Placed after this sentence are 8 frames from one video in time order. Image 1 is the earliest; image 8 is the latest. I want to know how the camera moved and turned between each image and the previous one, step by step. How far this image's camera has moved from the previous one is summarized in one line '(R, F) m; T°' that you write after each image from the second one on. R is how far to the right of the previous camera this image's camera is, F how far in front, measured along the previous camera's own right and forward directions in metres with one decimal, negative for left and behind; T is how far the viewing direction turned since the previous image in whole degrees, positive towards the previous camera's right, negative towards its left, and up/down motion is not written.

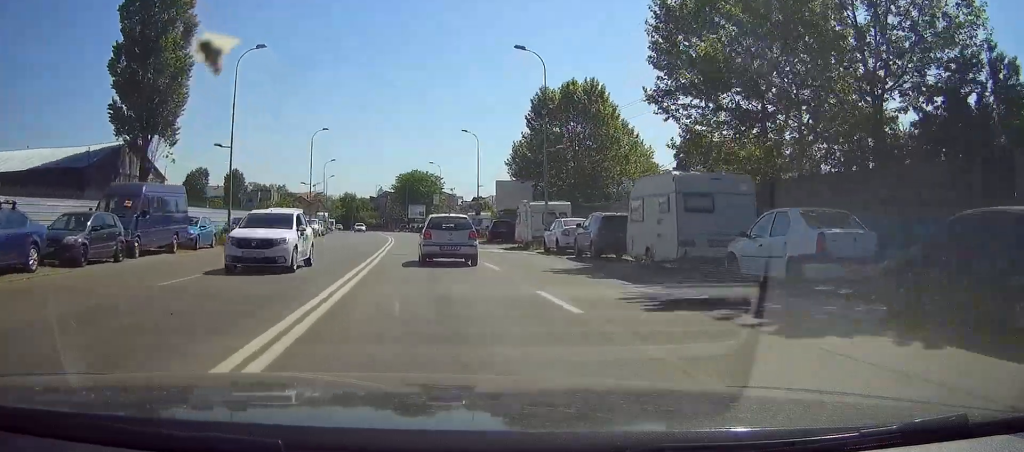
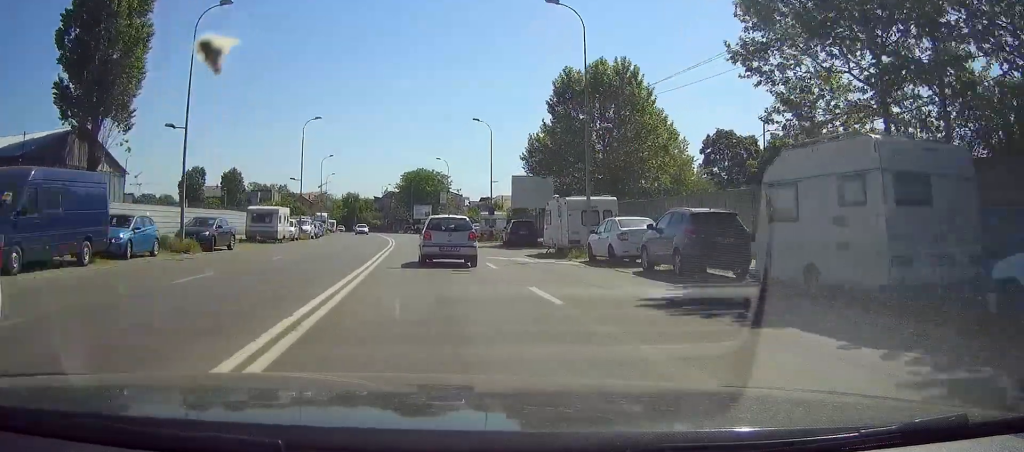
(0.0, +8.0) m; 0°
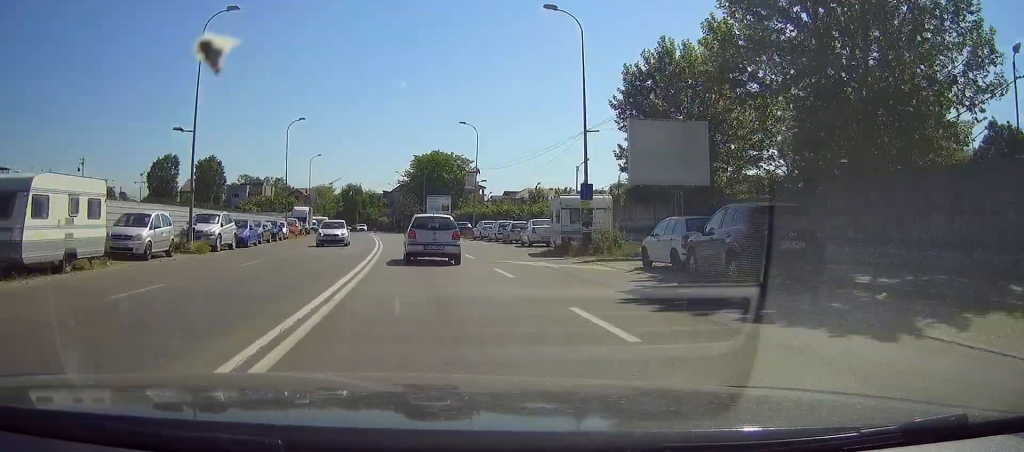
(0.0, +30.8) m; 0°
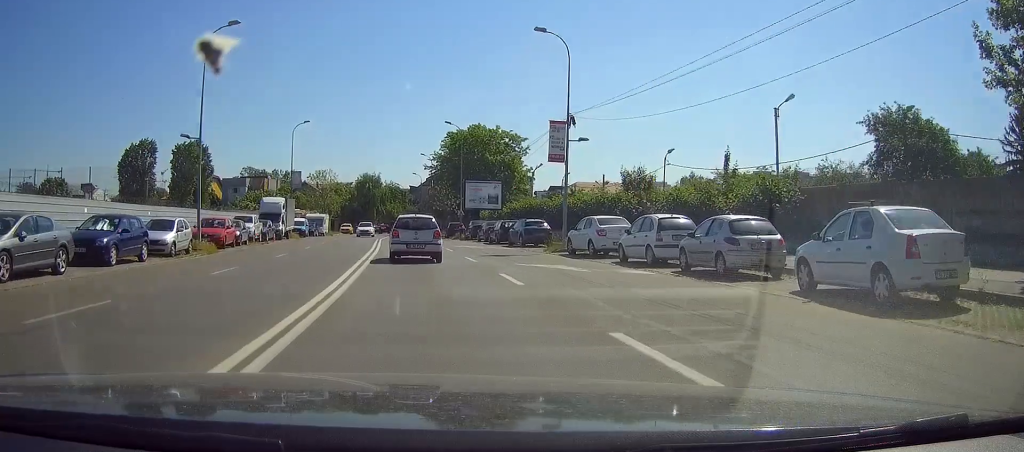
(-0.9, +29.8) m; -4°
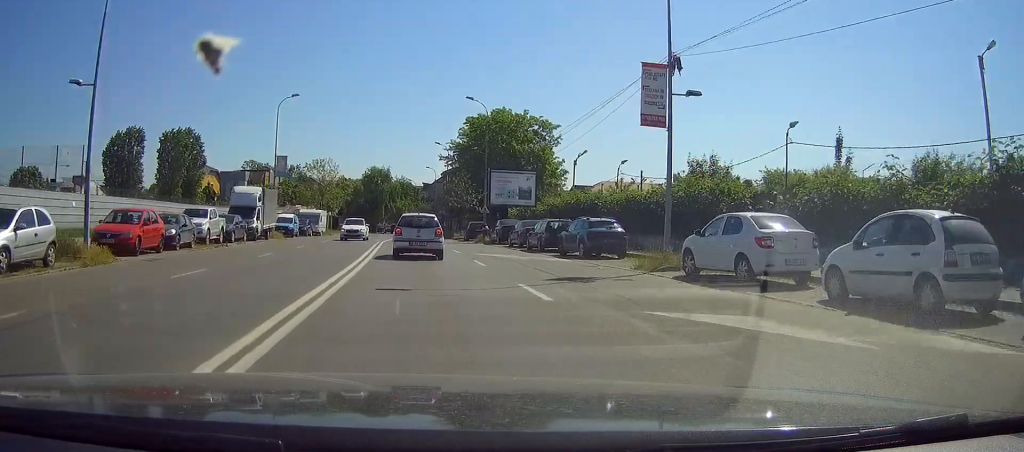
(-0.1, +11.9) m; -1°
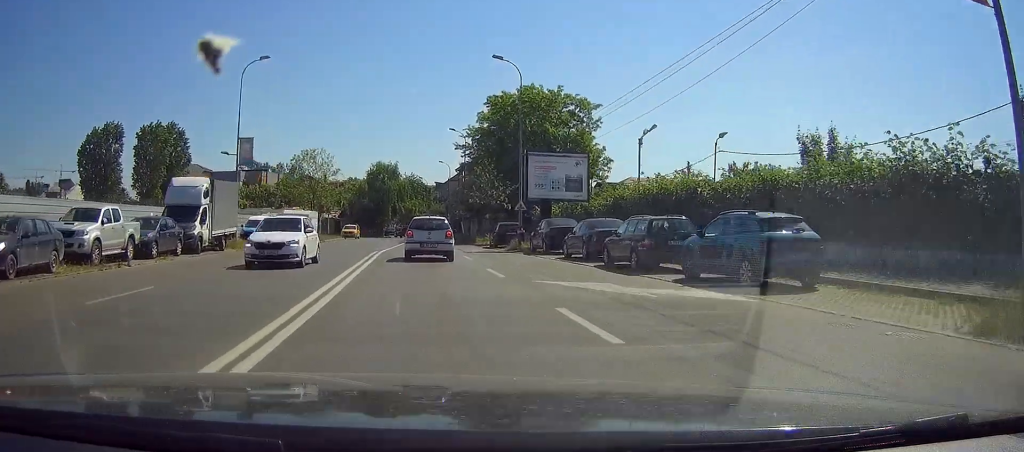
(0.0, +12.6) m; 0°
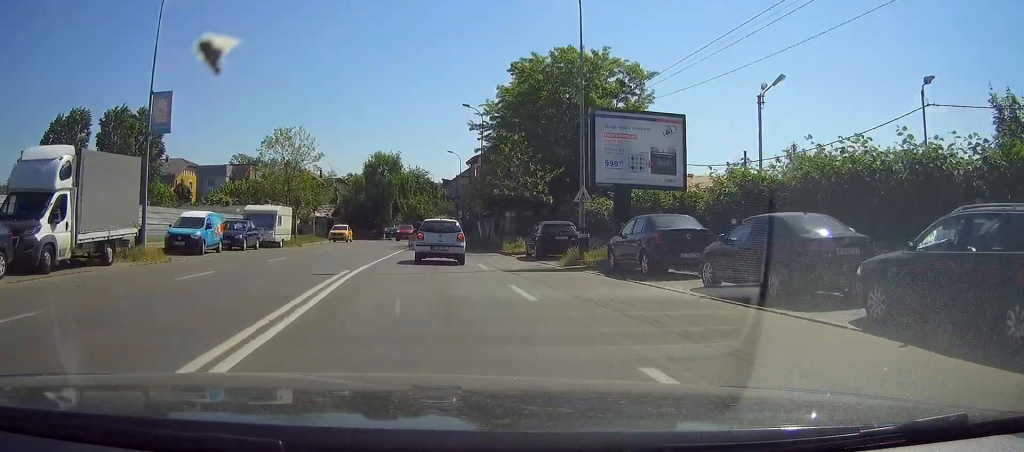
(0.0, +12.8) m; 0°
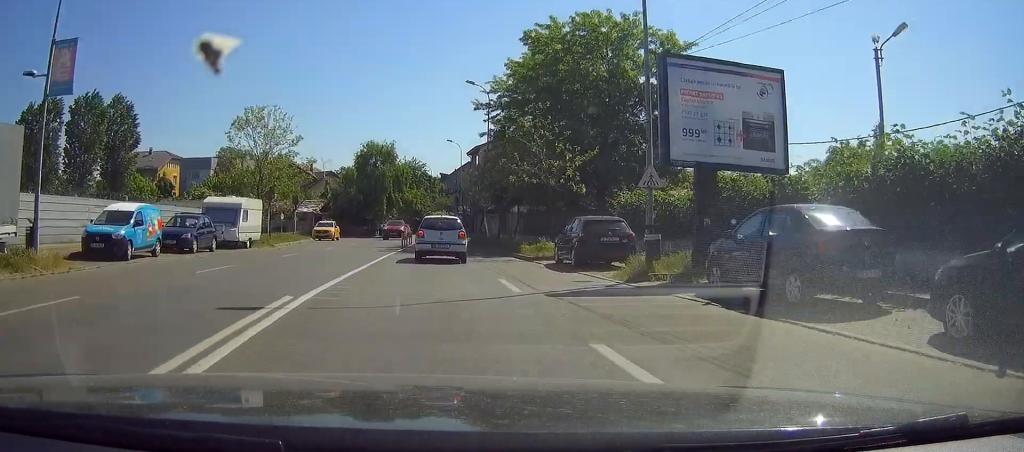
(0.0, +7.1) m; 0°
